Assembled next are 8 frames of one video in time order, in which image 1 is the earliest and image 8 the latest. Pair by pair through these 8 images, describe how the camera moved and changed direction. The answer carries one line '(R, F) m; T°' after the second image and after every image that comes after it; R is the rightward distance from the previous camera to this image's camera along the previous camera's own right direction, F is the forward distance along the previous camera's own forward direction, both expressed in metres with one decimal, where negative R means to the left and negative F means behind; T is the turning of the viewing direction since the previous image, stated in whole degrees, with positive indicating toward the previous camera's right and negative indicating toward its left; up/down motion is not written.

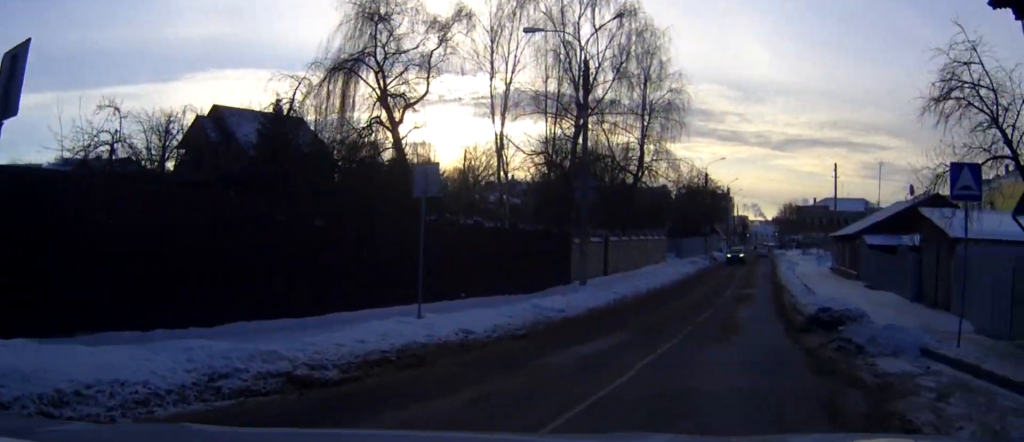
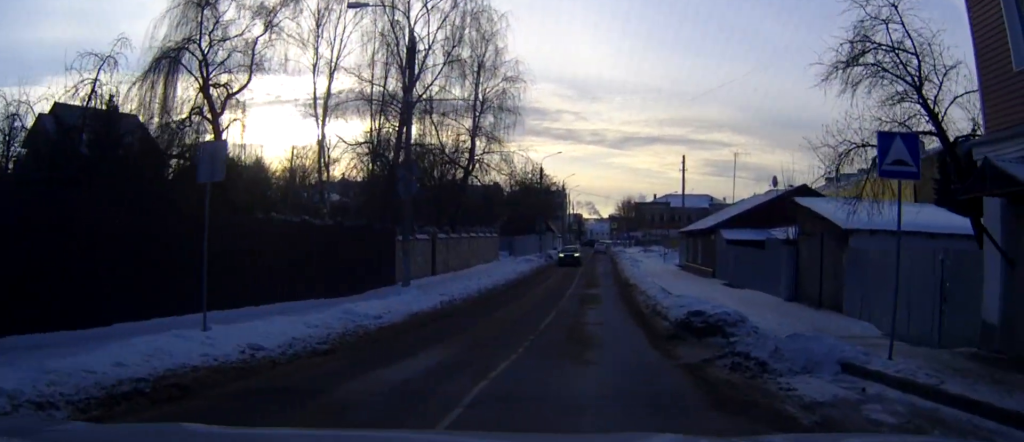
(+0.1, +2.0) m; +9°
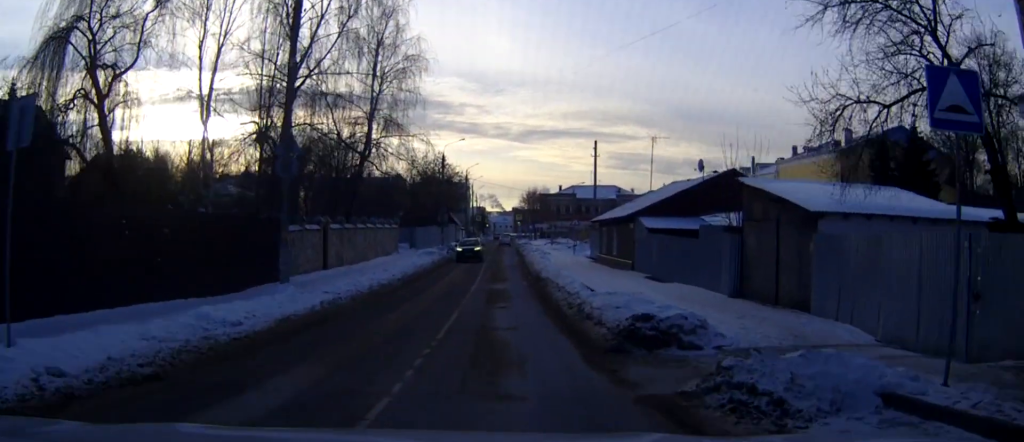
(+0.2, +2.7) m; +5°
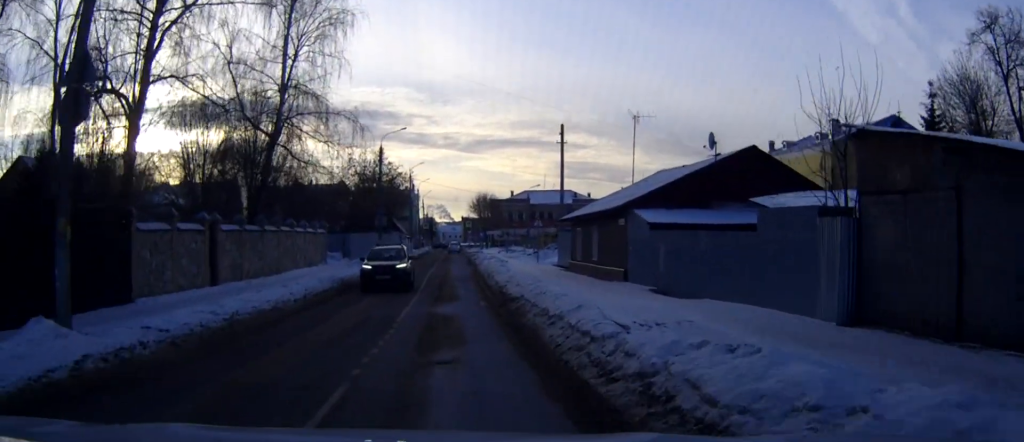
(+0.6, +7.4) m; +5°
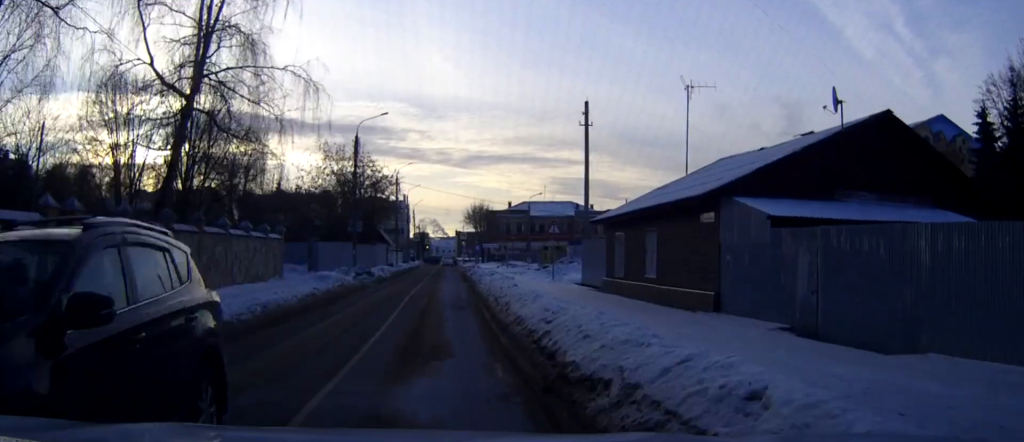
(+0.2, +10.3) m; +2°
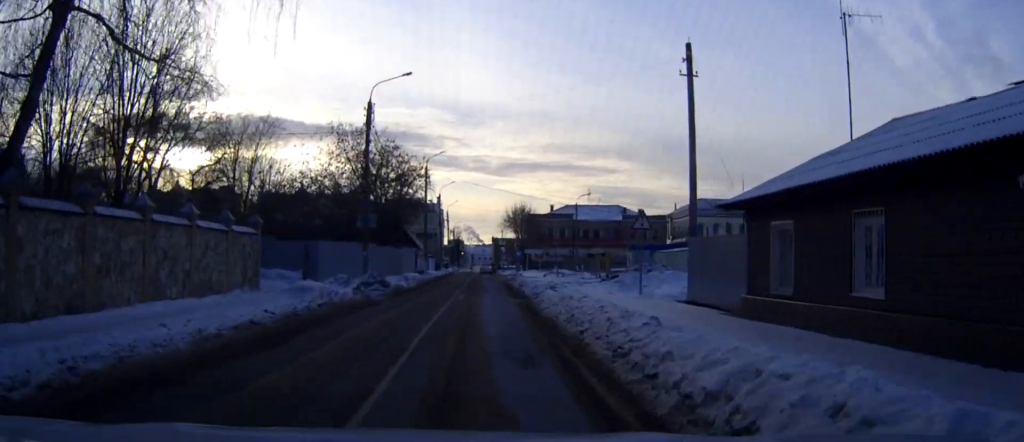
(-0.1, +10.1) m; -1°
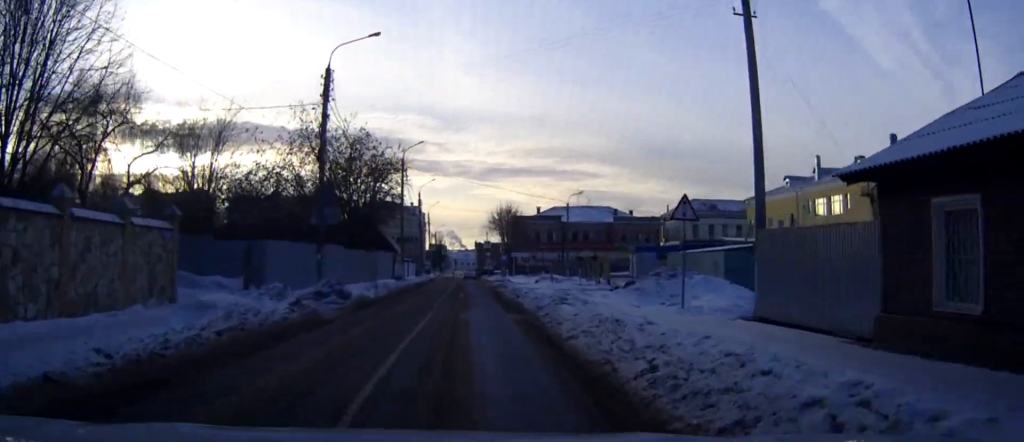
(-0.1, +6.3) m; 0°
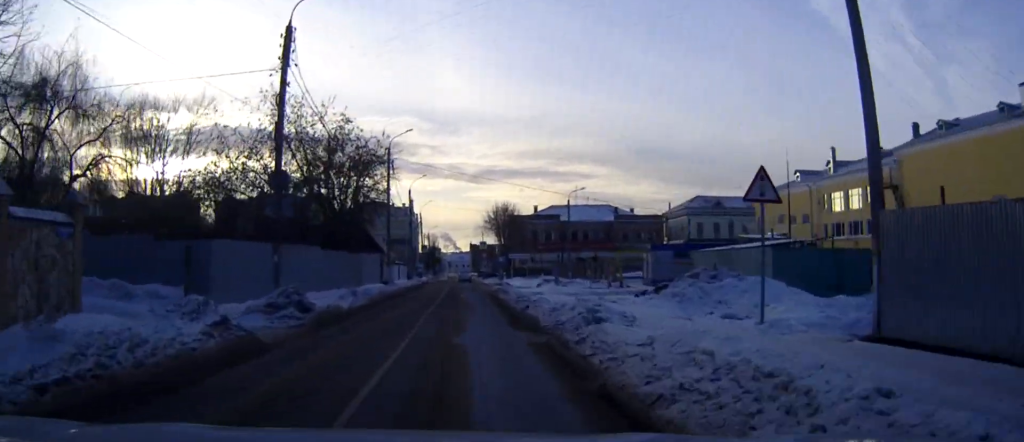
(+0.1, +5.4) m; +1°
